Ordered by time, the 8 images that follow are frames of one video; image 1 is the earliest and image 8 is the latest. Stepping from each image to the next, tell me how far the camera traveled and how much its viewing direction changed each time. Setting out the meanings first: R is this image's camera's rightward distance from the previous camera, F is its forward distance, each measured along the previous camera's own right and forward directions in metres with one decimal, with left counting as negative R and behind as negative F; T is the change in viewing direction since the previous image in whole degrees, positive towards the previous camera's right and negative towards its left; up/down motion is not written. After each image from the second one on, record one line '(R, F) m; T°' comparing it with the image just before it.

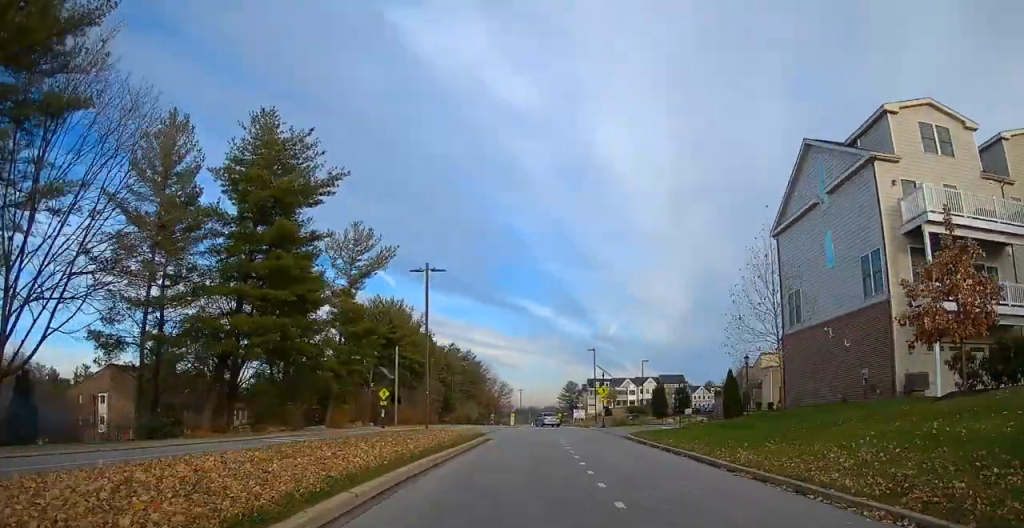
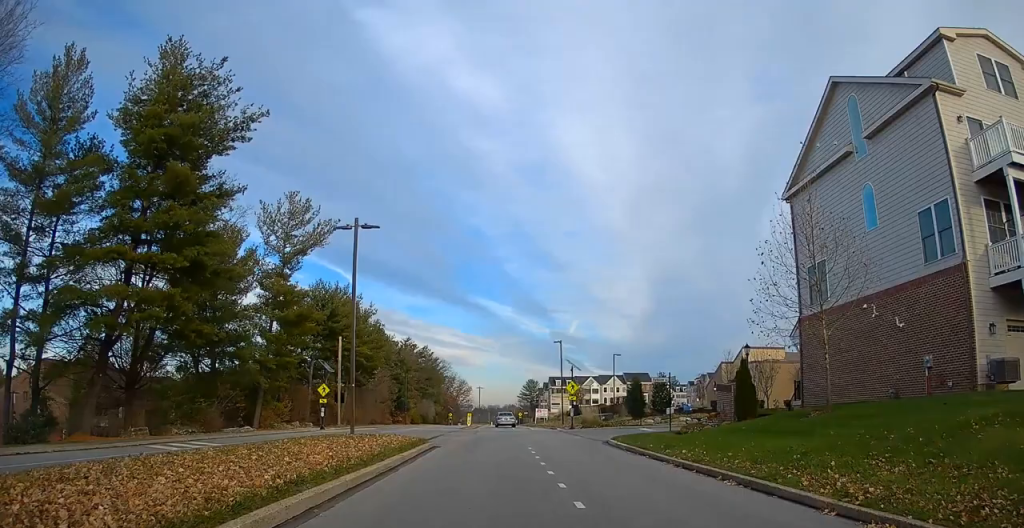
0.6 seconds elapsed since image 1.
(+0.2, +7.6) m; +2°
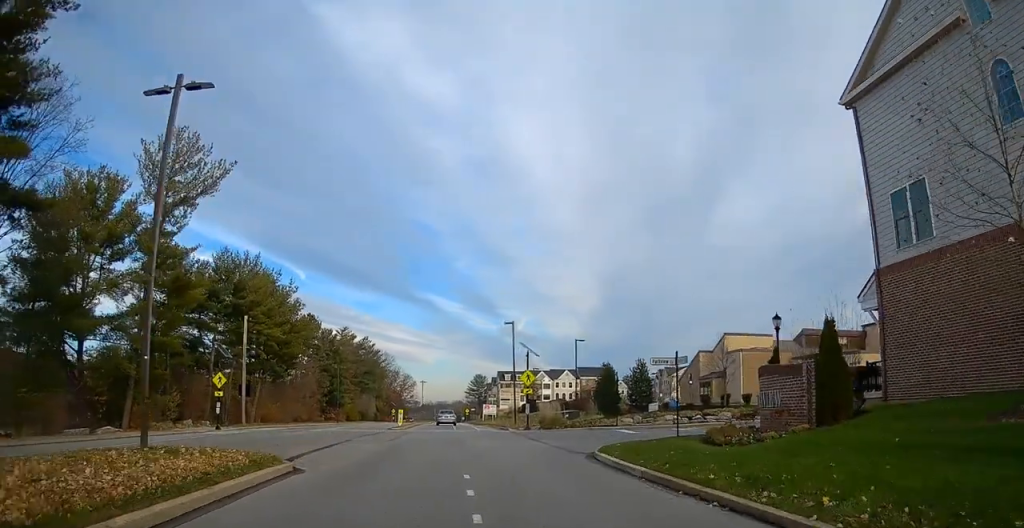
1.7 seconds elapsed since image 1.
(+0.1, +11.5) m; +4°
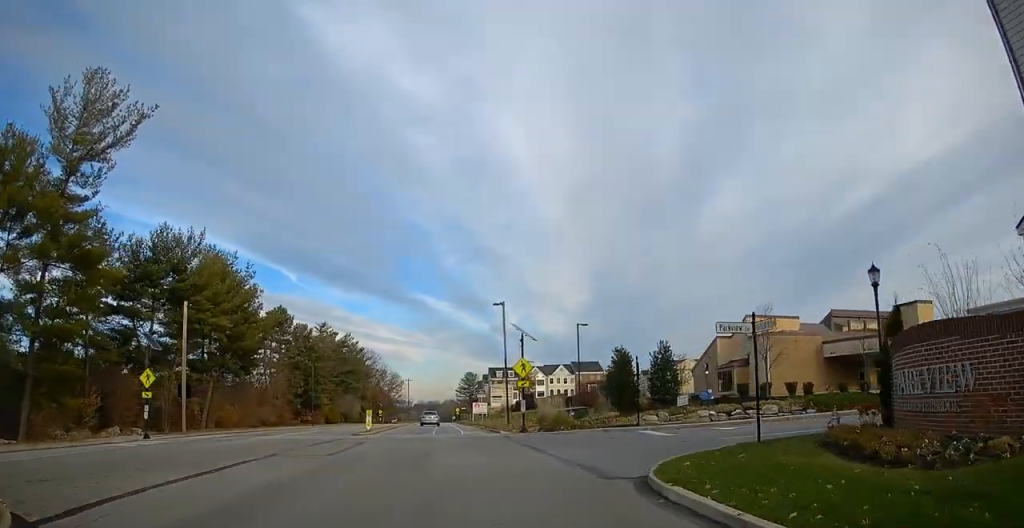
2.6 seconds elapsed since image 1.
(+0.4, +9.0) m; +6°
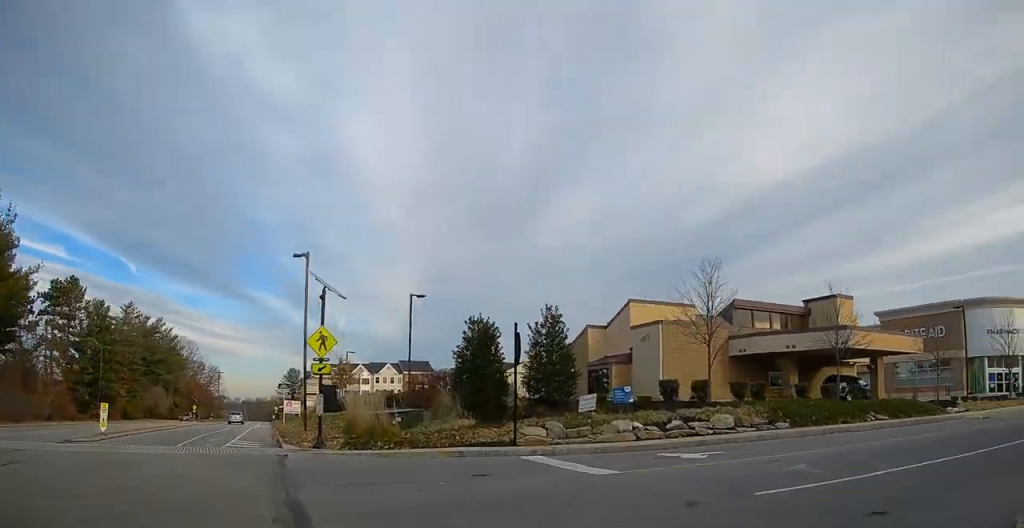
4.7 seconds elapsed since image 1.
(+1.8, +14.3) m; +16°
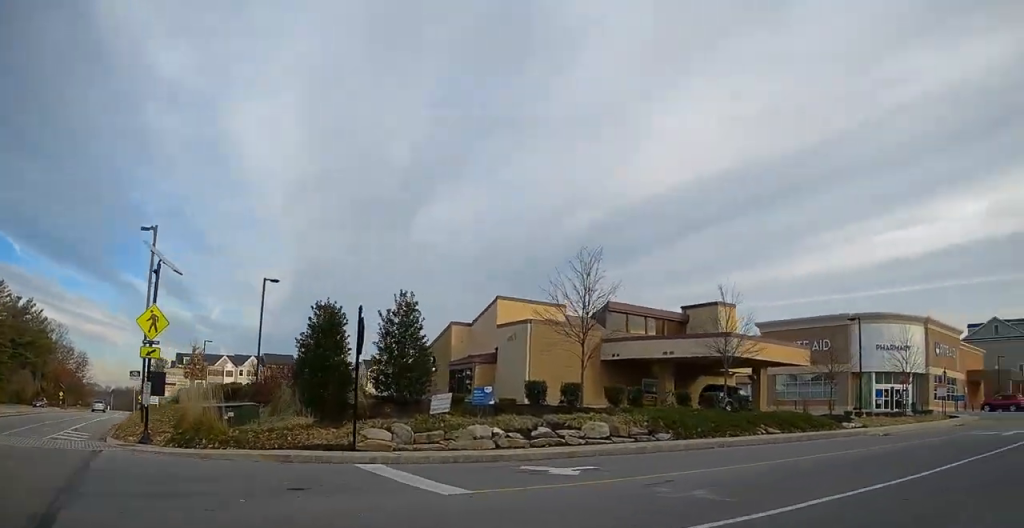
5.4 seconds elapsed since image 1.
(+0.1, +3.2) m; +6°
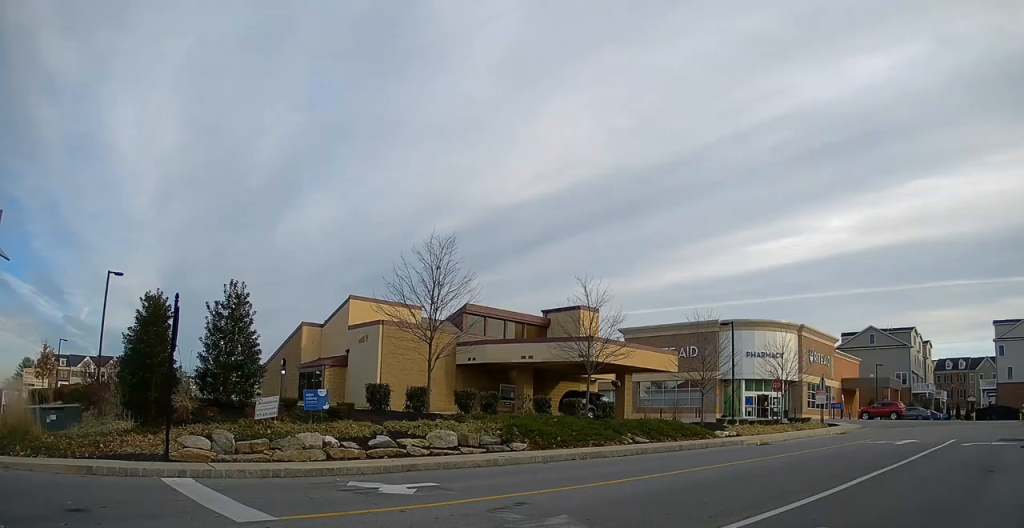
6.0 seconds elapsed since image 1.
(+0.2, +2.1) m; +12°
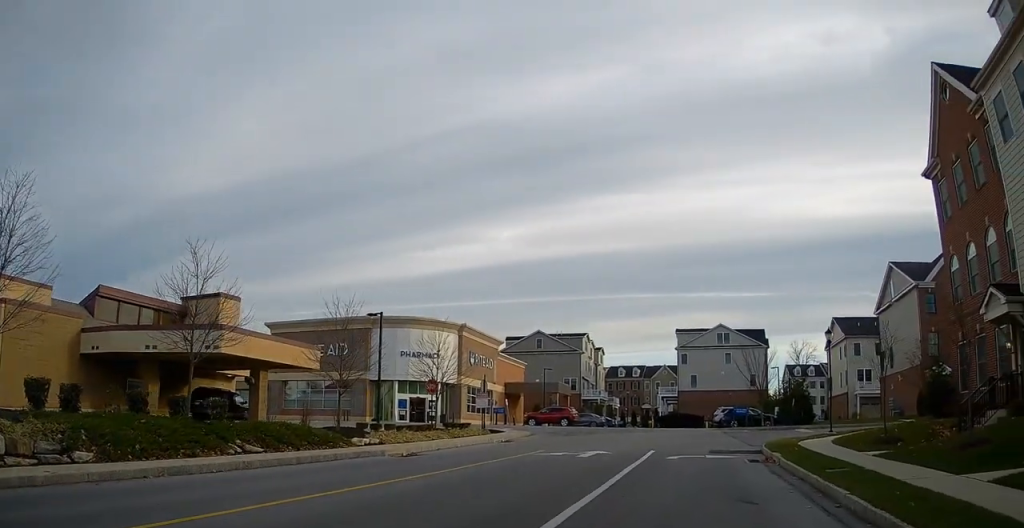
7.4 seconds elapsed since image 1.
(+1.3, +4.5) m; +30°
